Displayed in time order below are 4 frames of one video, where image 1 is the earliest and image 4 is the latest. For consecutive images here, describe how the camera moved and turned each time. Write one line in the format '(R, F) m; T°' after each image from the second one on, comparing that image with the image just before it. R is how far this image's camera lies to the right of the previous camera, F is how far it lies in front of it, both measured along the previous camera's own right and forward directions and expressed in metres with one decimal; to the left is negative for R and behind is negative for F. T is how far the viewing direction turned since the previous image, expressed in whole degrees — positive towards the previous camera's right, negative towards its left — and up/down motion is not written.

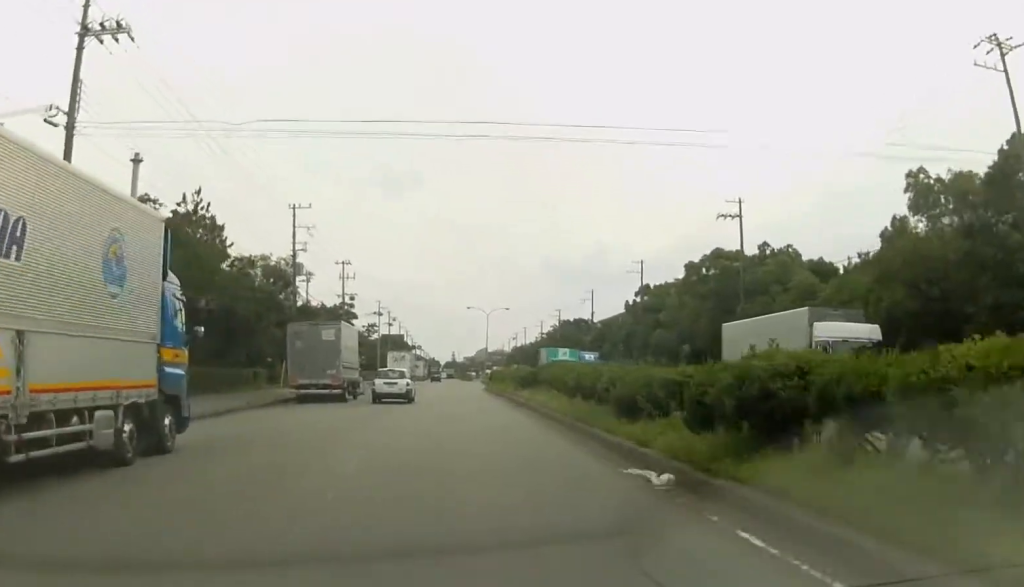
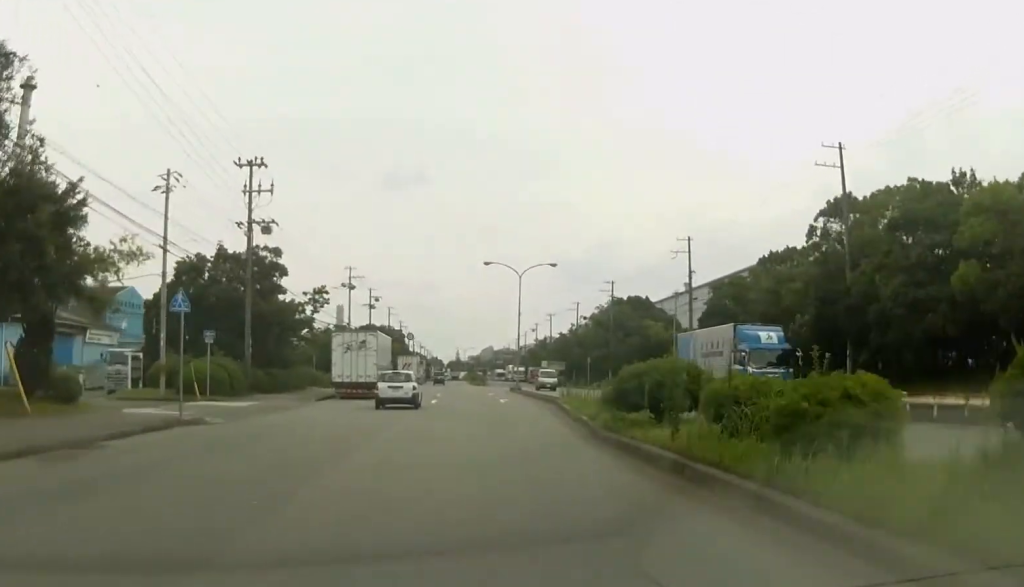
(-0.6, +46.2) m; 0°
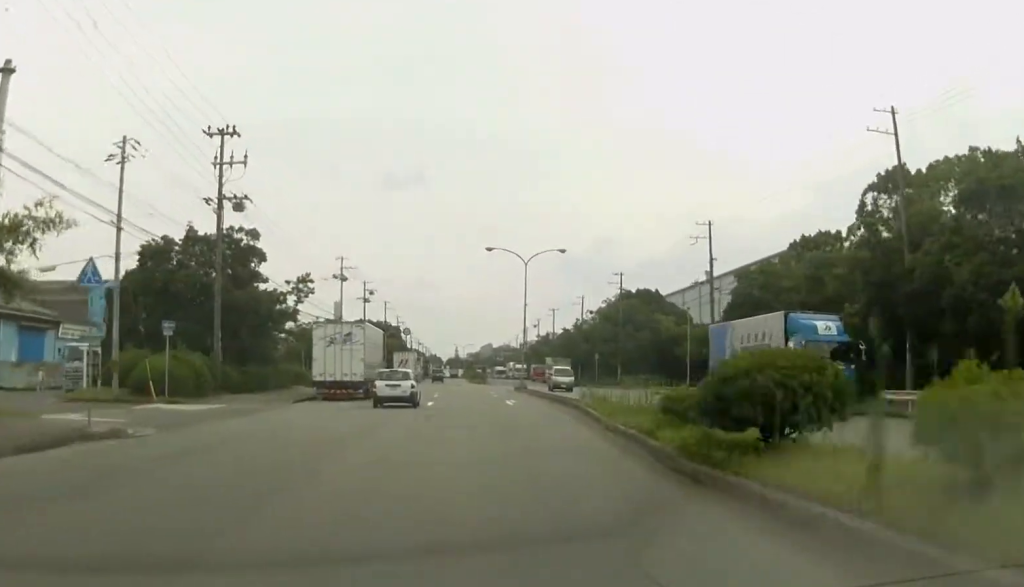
(+0.3, +6.2) m; 0°
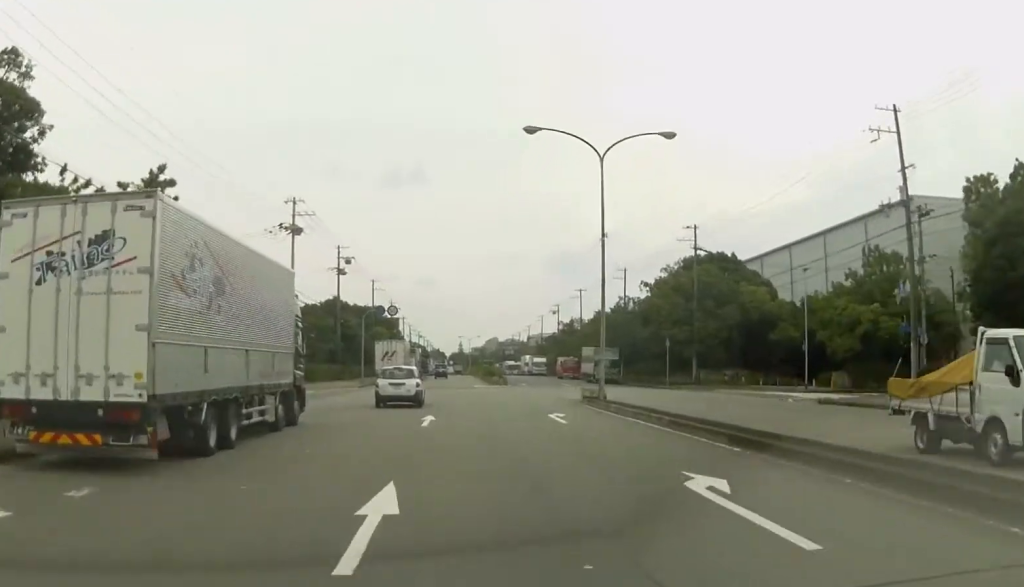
(-0.3, +29.3) m; -2°
